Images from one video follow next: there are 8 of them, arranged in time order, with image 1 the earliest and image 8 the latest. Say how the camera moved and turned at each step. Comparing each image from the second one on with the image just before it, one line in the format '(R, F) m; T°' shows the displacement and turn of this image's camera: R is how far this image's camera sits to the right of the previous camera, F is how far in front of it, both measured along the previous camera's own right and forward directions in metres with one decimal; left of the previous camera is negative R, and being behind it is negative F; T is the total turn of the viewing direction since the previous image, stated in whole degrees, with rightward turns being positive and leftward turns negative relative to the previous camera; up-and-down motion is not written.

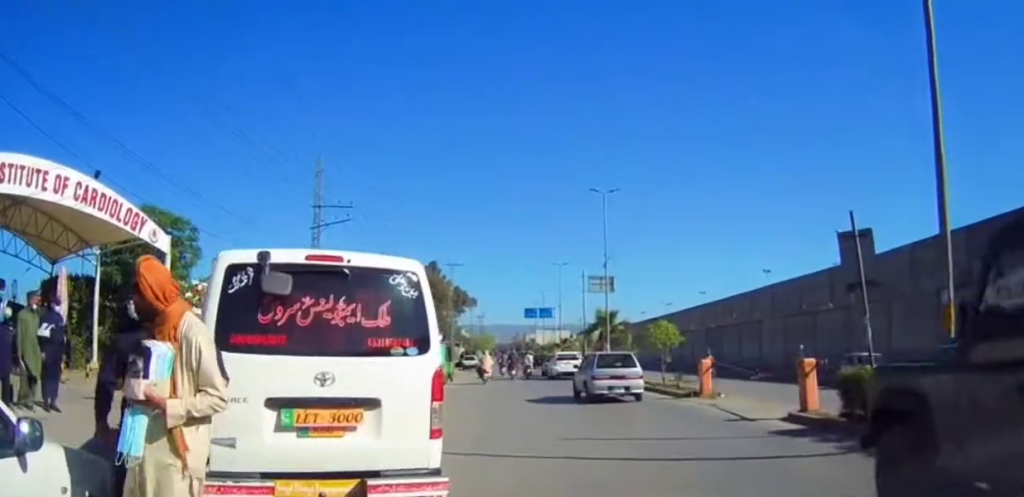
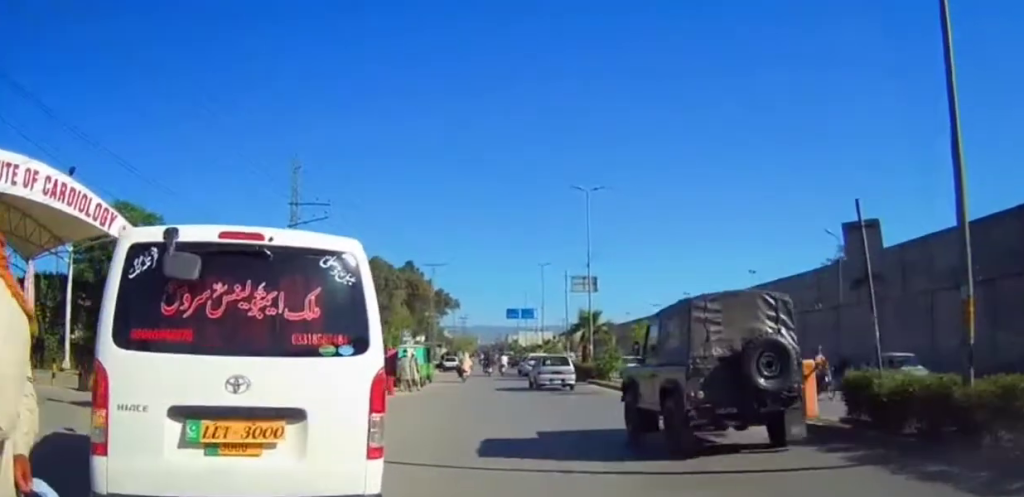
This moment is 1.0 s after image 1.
(0.0, +1.2) m; -1°
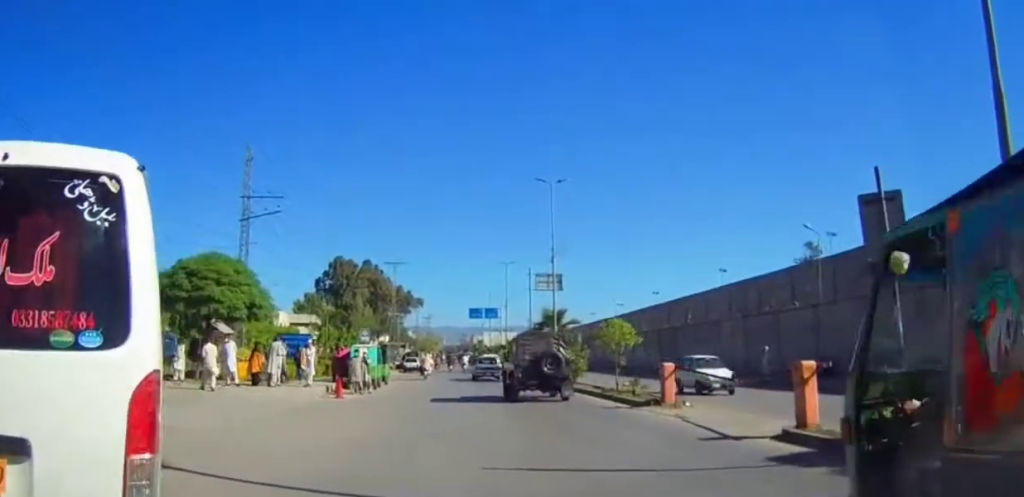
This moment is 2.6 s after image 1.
(-0.1, +1.5) m; 0°
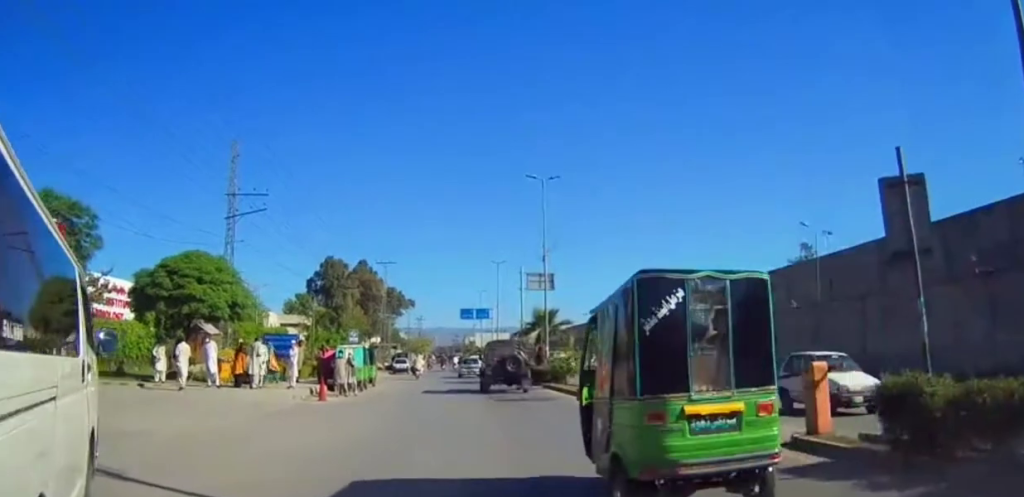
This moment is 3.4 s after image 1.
(-0.1, +0.8) m; 0°
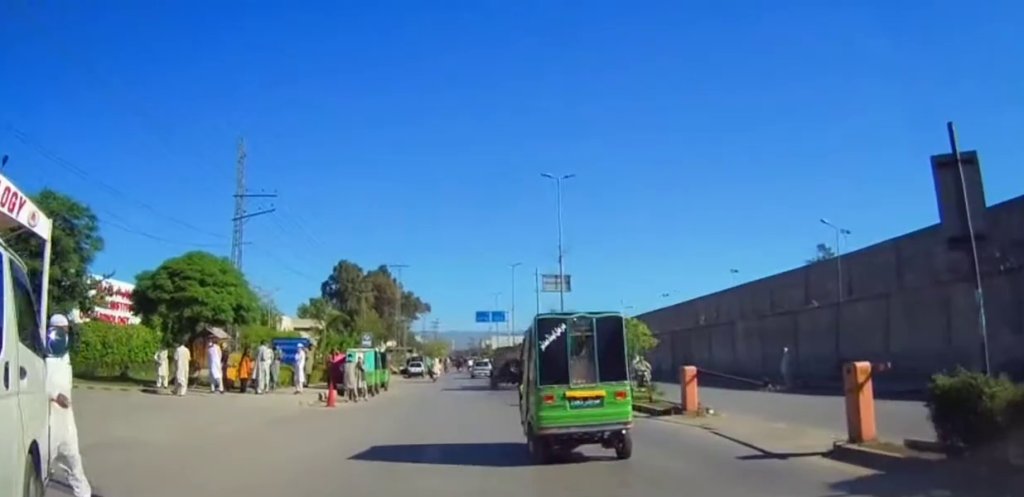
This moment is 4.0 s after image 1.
(-0.1, +1.0) m; -3°
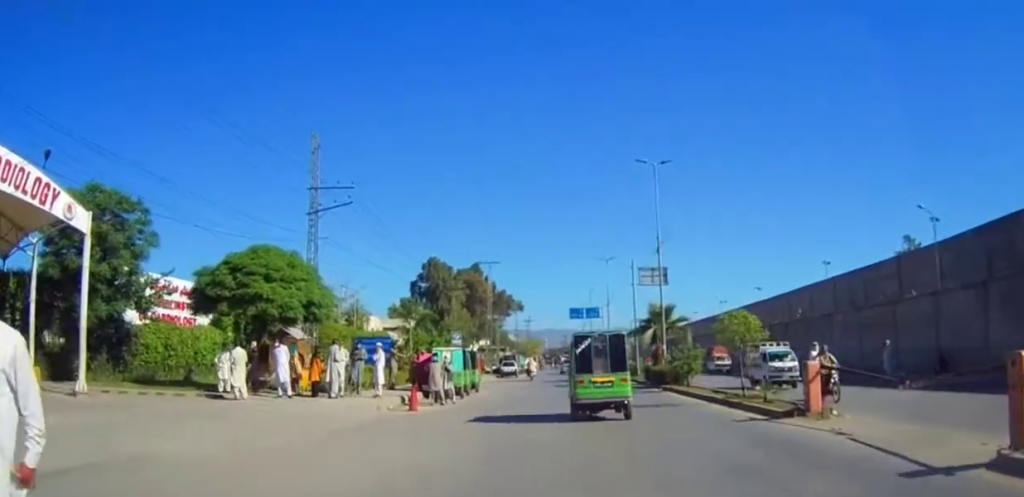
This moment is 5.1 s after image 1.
(0.0, +2.1) m; -18°
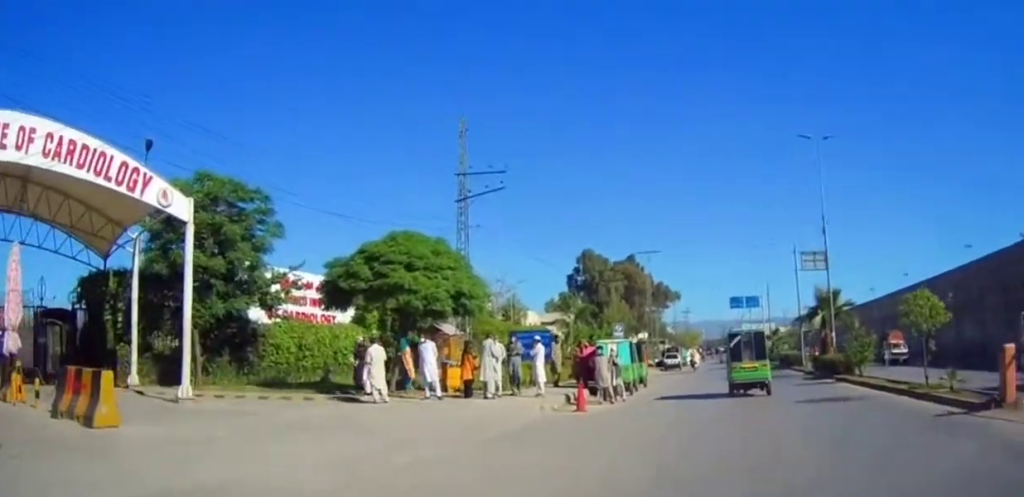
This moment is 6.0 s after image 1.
(-0.5, +2.0) m; -21°
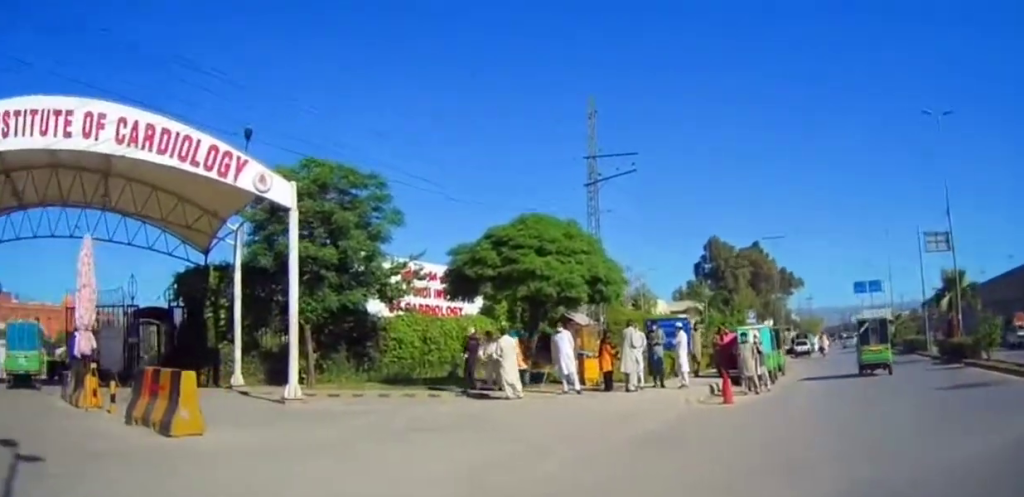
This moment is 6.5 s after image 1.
(-0.1, +1.3) m; -11°
